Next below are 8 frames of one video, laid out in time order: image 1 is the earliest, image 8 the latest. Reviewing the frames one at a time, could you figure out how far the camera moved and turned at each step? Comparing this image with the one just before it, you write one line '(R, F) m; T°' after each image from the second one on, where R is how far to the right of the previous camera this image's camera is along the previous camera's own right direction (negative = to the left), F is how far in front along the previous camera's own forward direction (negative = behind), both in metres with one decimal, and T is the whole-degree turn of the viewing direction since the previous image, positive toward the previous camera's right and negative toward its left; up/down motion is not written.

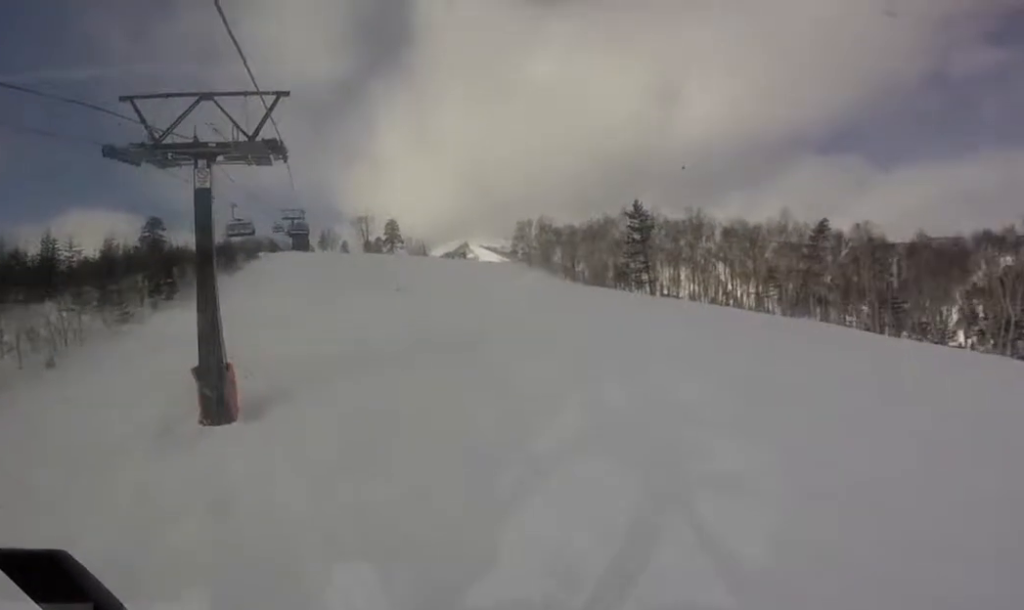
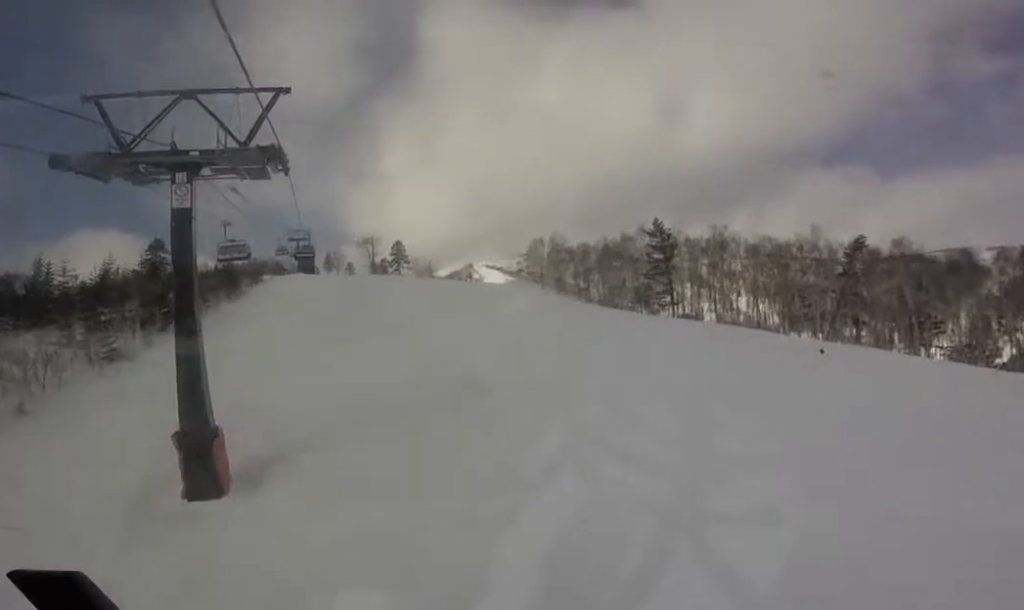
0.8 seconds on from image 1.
(+0.8, +3.1) m; -1°
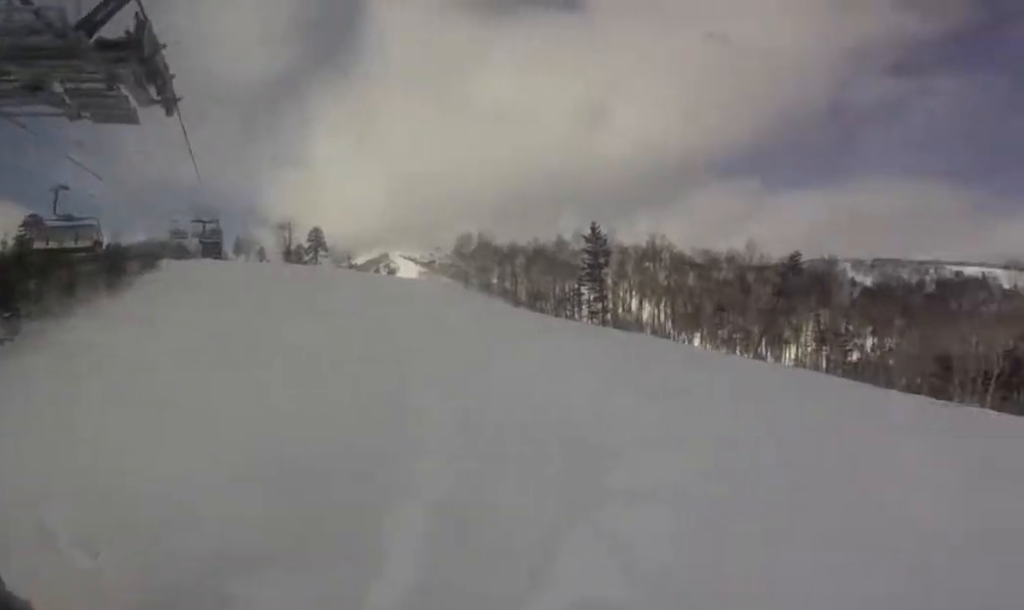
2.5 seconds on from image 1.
(-0.6, +6.8) m; -1°
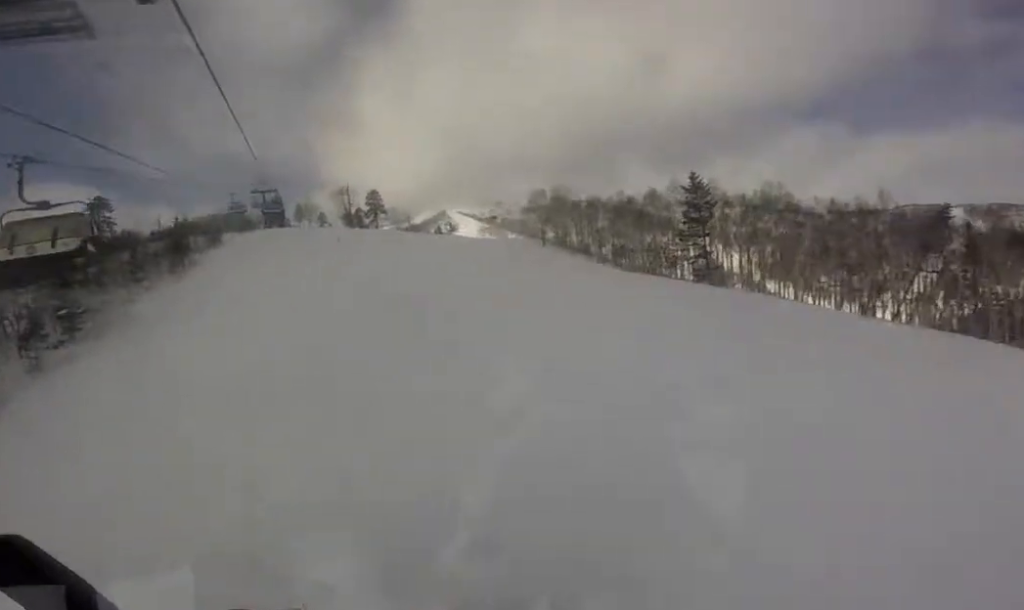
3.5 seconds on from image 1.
(-0.5, +3.8) m; -13°
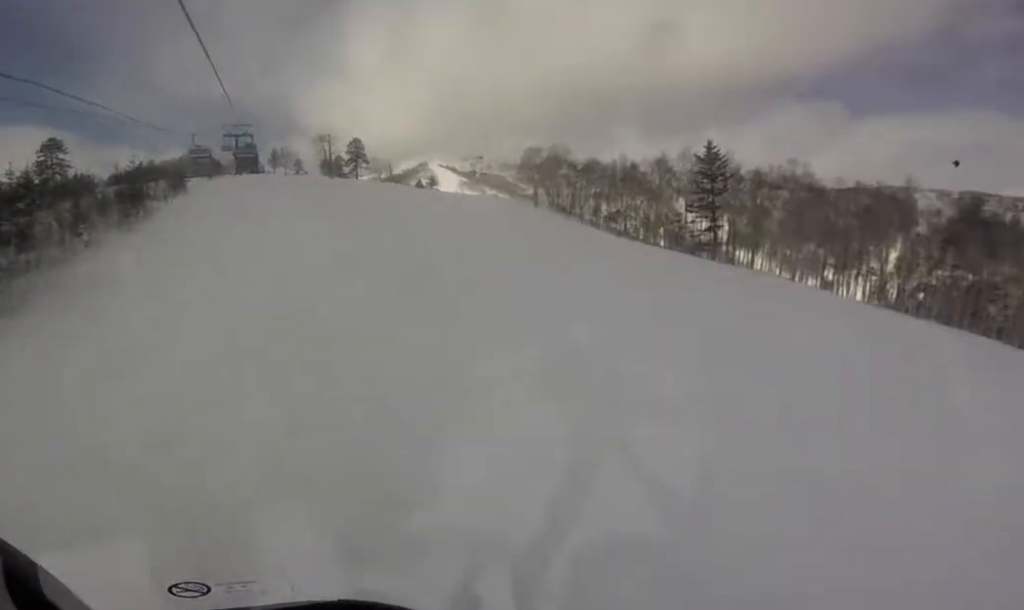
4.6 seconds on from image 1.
(-0.4, +4.7) m; +10°
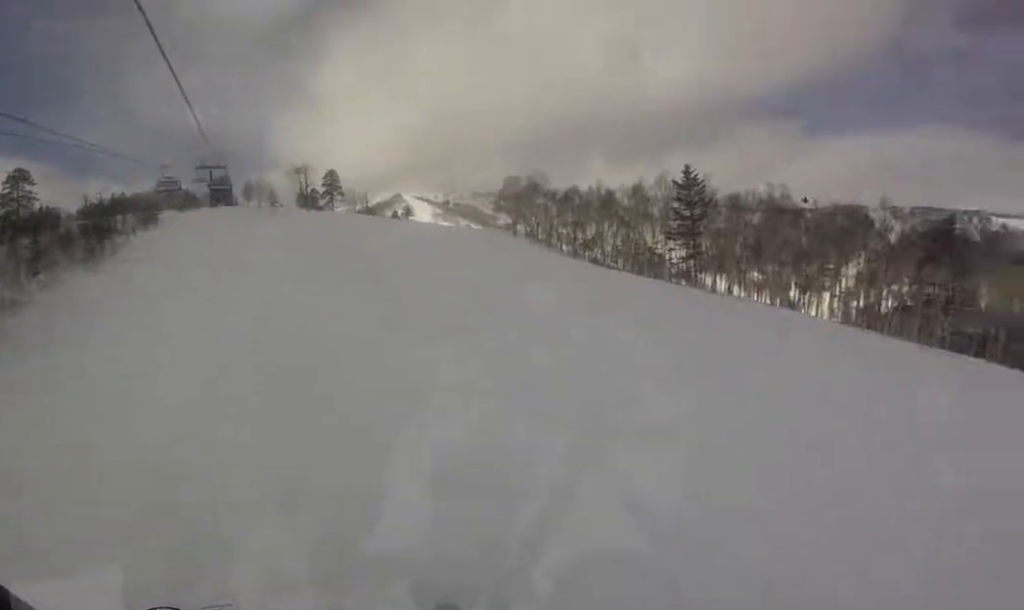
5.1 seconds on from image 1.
(+0.5, +1.9) m; +3°
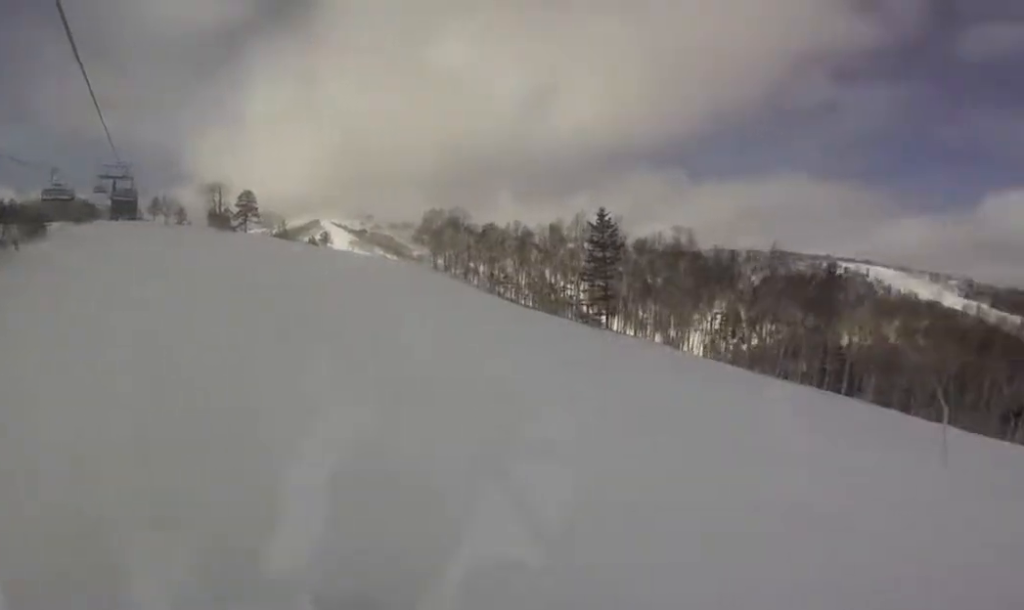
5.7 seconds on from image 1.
(+0.5, +2.5) m; +4°
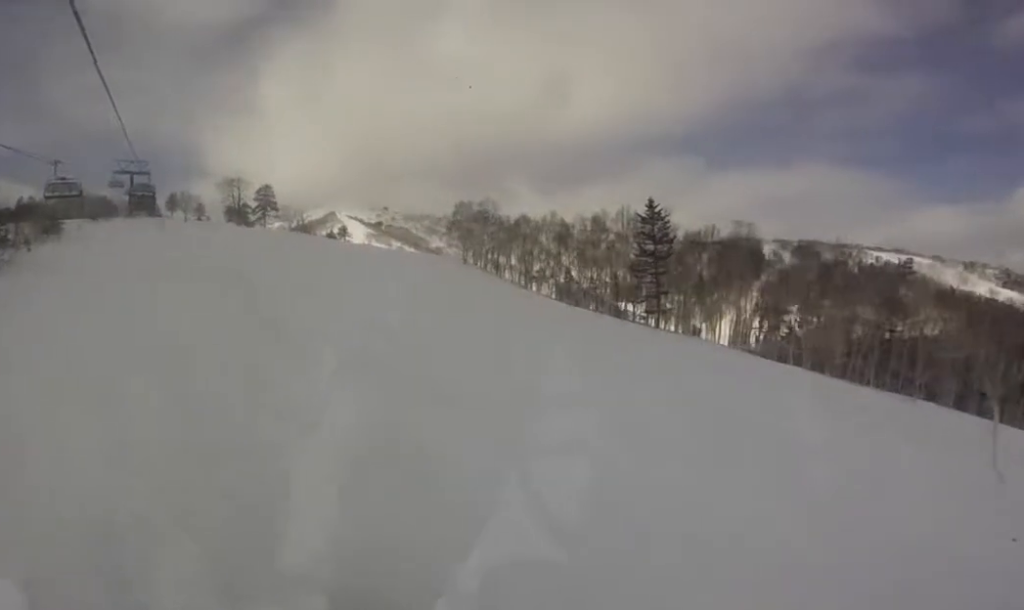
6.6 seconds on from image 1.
(-0.6, +3.5) m; 0°
